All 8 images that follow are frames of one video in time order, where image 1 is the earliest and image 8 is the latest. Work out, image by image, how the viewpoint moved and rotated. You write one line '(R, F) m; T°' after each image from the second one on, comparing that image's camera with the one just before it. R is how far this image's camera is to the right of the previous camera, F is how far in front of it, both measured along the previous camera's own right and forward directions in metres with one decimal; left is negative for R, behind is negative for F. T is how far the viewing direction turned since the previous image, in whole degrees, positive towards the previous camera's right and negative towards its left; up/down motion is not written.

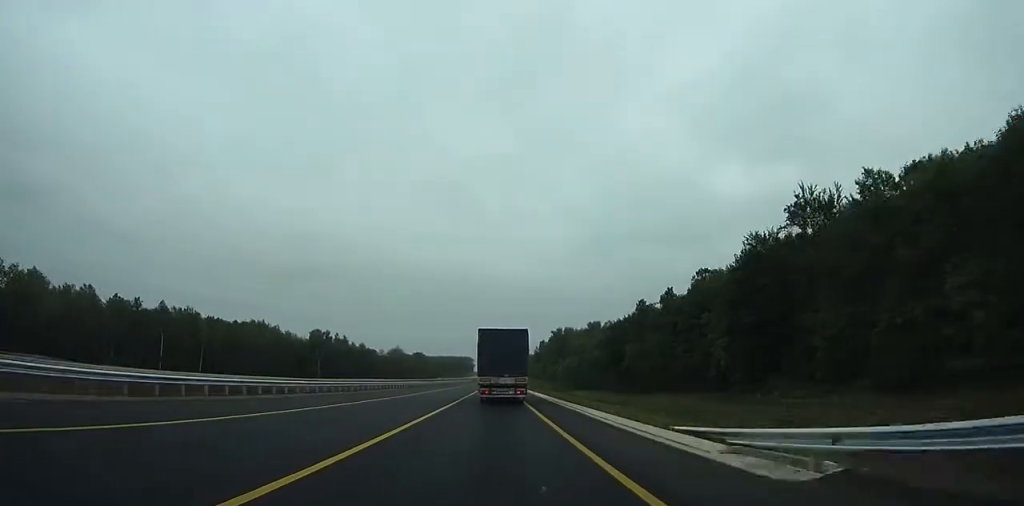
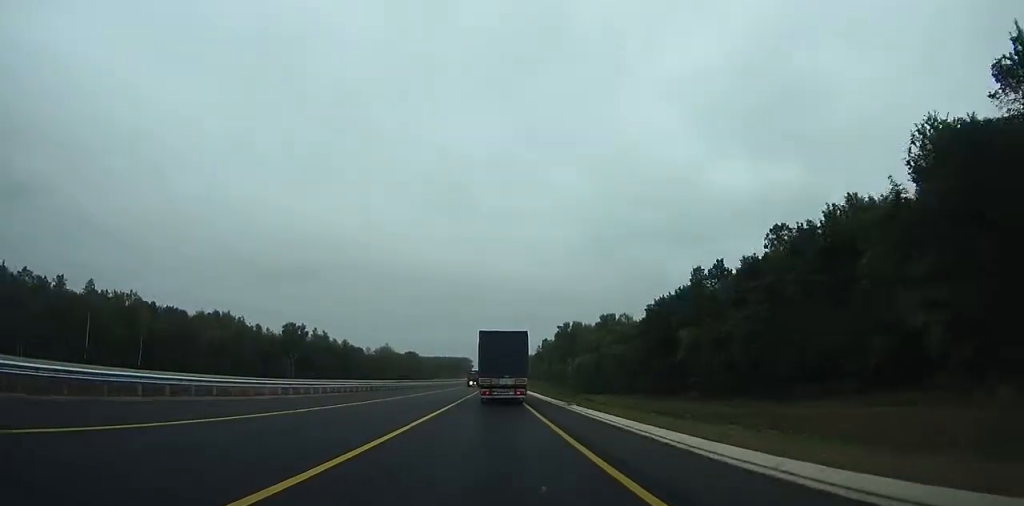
(-0.1, +31.6) m; 0°
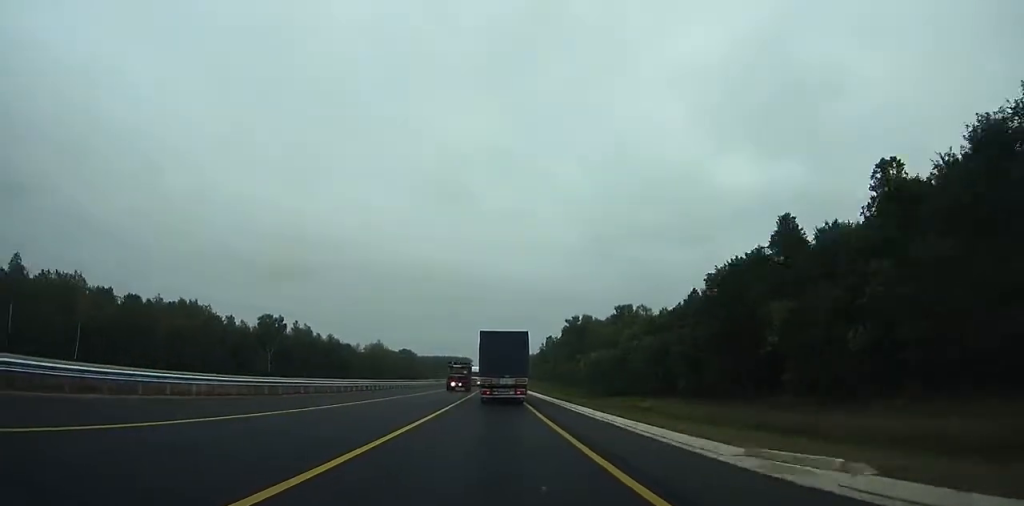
(-0.1, +25.6) m; 0°
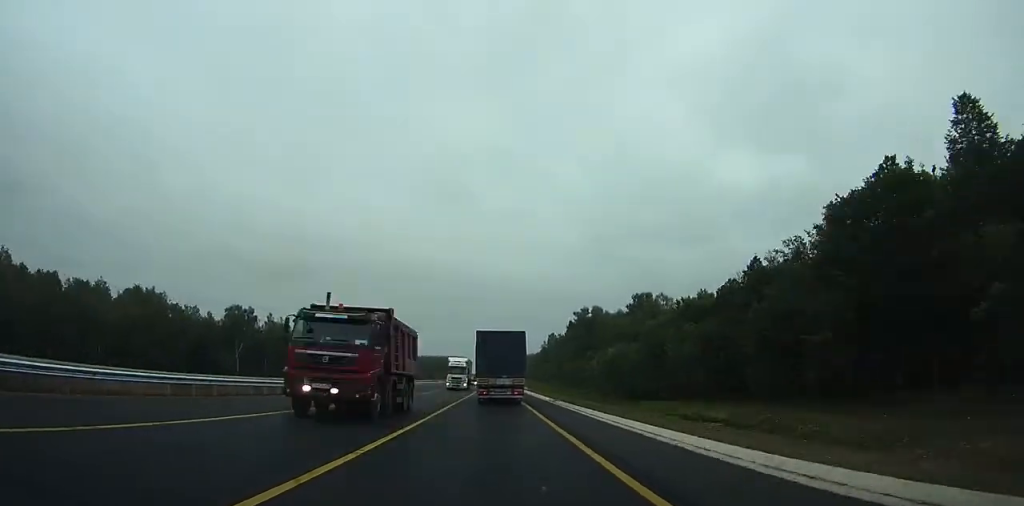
(0.0, +23.5) m; -4°
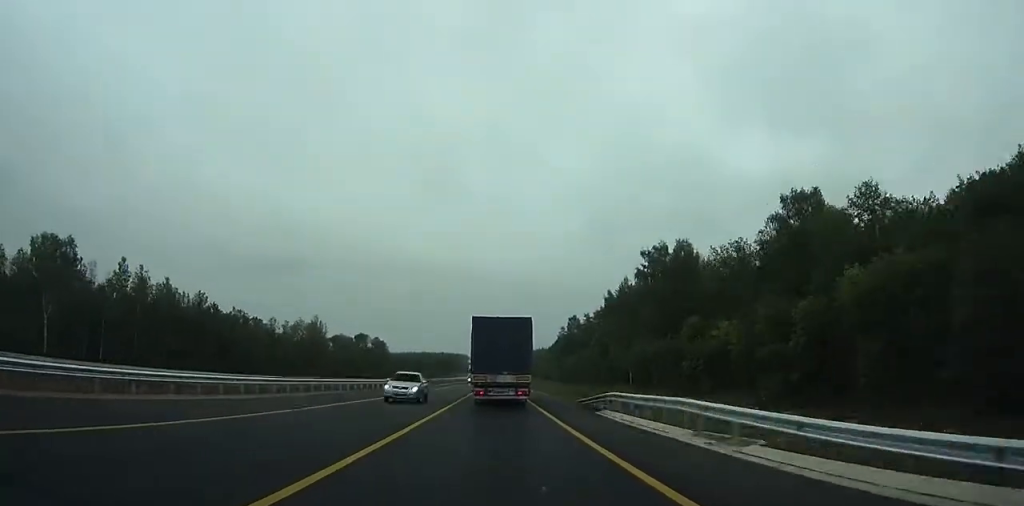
(-10.3, +71.6) m; -4°
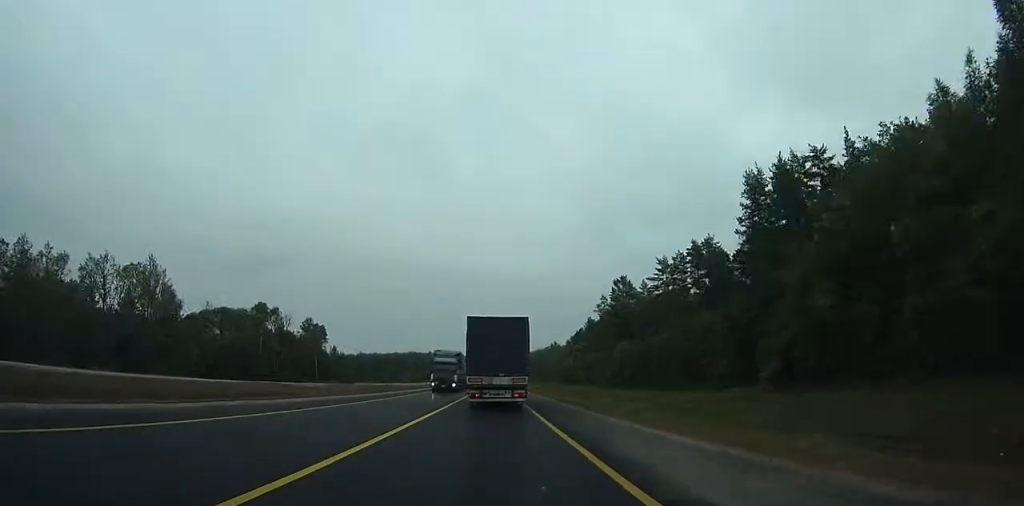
(+24.2, +110.5) m; +15°
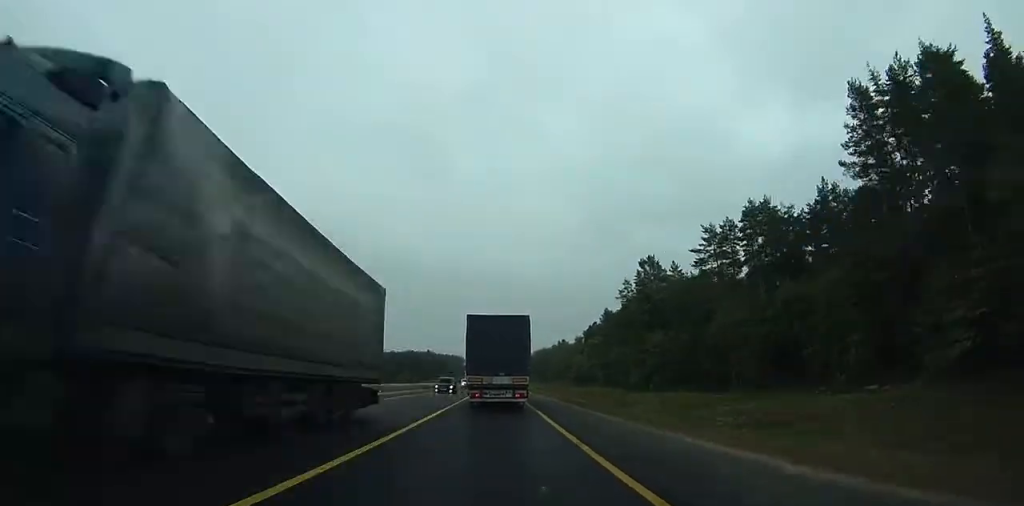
(+0.9, +29.4) m; -2°
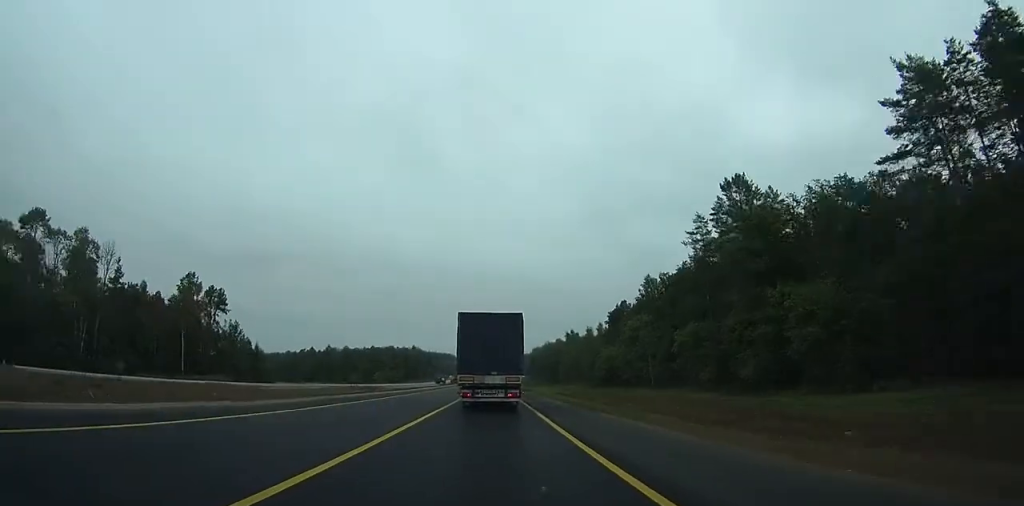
(-3.5, +59.6) m; -4°
